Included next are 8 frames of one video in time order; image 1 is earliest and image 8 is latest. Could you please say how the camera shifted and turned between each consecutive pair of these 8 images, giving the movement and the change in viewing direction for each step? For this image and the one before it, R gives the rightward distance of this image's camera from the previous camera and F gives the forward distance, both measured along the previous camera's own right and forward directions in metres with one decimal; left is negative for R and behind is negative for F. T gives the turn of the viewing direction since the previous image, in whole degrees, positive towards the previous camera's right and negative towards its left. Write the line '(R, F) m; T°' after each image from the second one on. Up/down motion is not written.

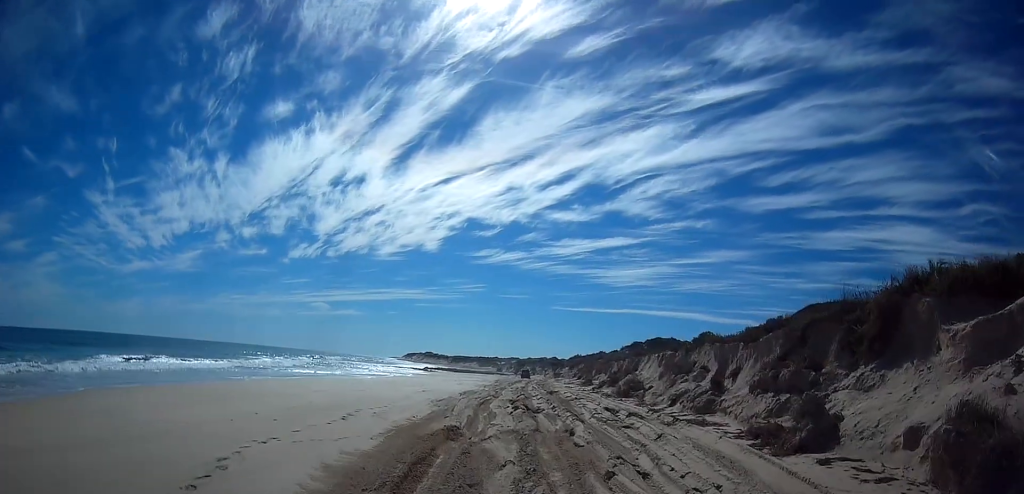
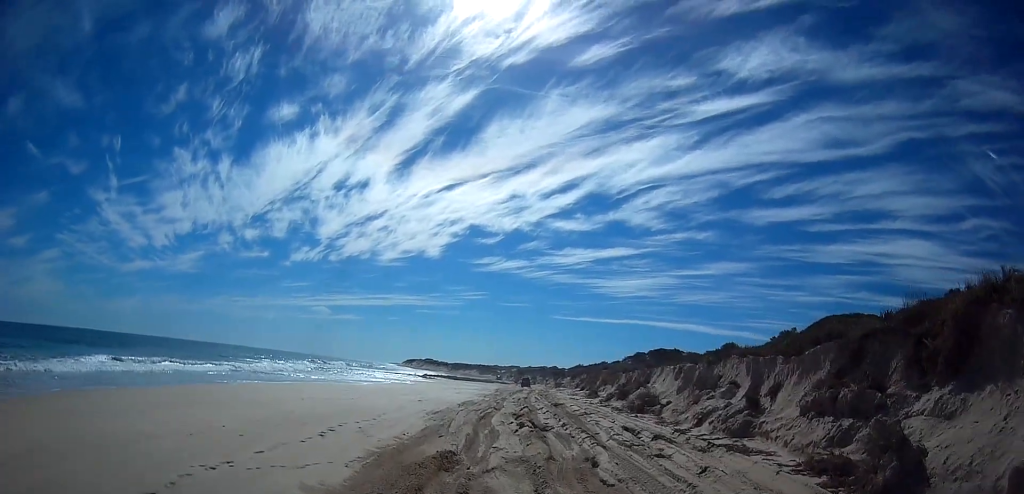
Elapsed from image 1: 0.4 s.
(0.0, +2.3) m; 0°
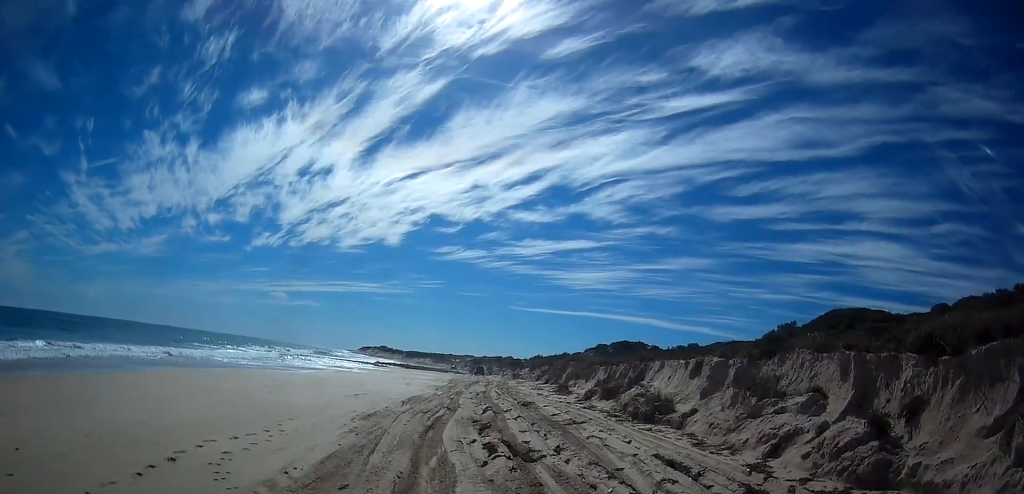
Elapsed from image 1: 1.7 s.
(+0.1, +6.6) m; 0°
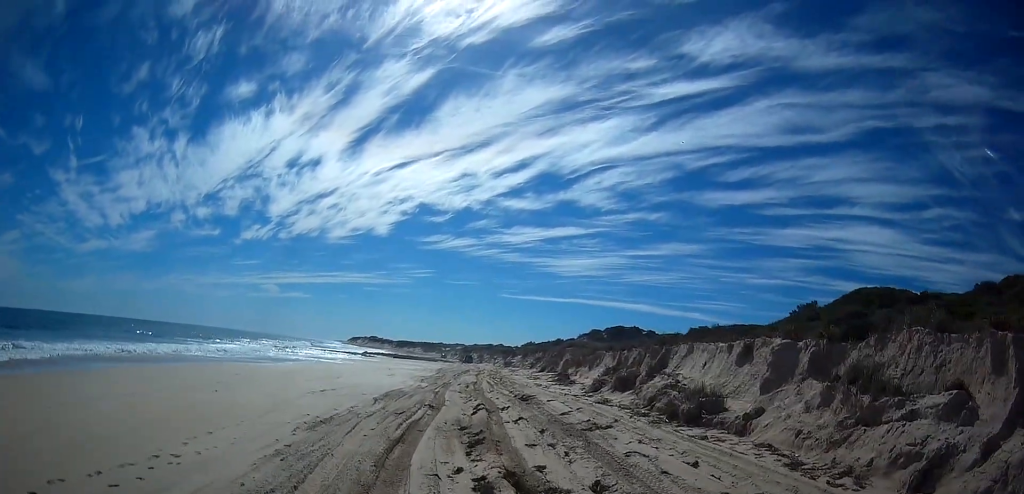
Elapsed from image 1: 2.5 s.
(0.0, +4.5) m; +3°
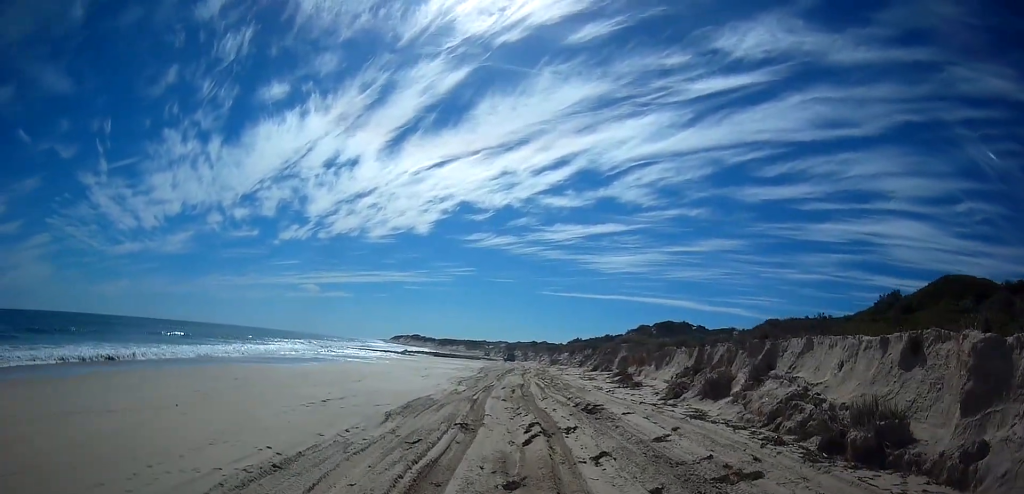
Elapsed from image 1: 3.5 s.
(+0.3, +5.3) m; +6°
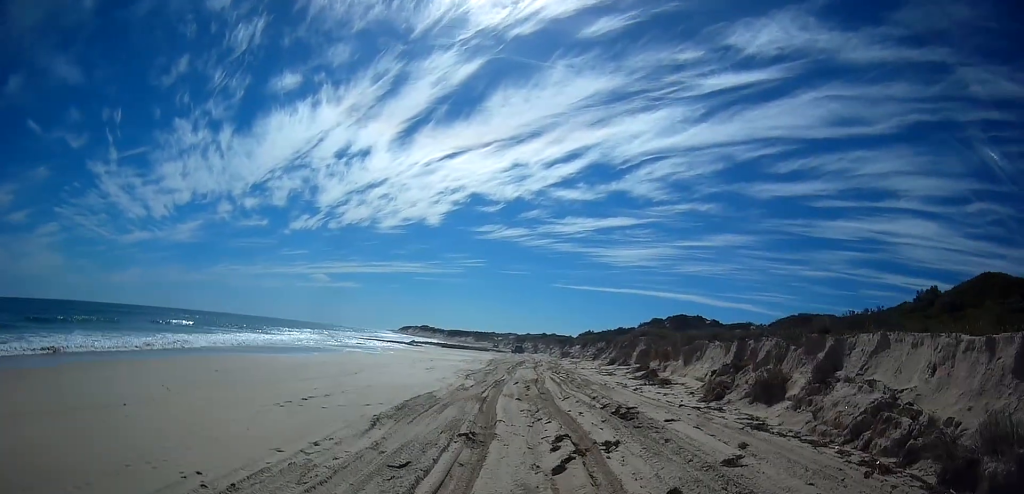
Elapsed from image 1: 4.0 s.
(+0.3, +2.8) m; 0°
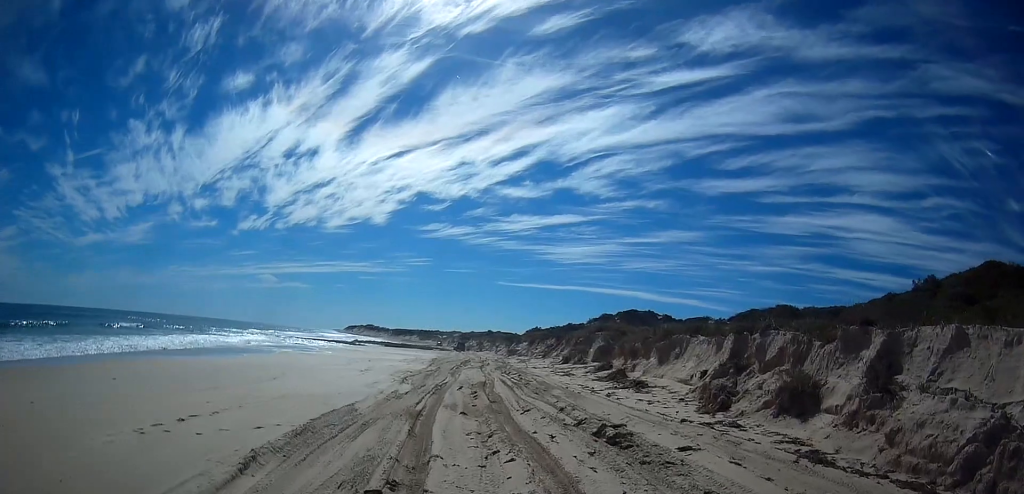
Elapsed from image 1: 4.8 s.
(-0.2, +3.9) m; -2°
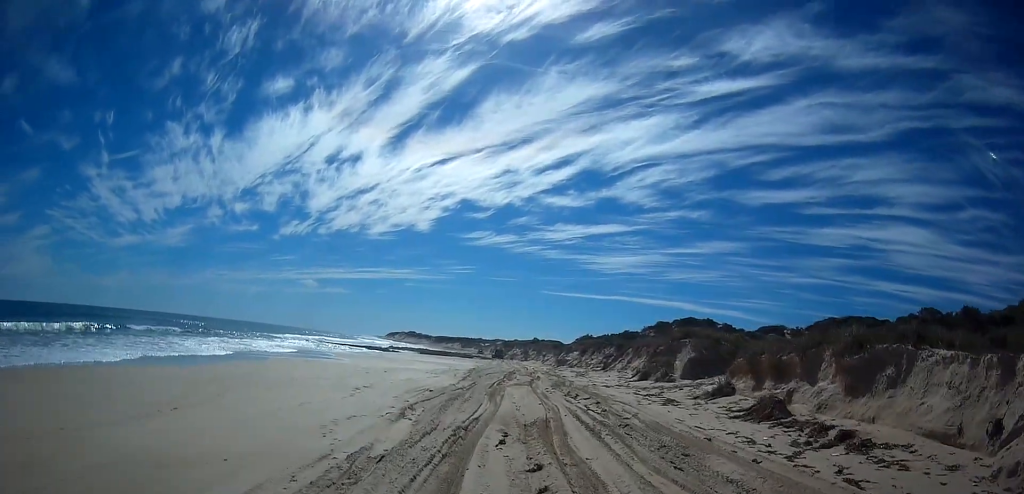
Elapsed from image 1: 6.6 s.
(-0.5, +10.1) m; -3°
